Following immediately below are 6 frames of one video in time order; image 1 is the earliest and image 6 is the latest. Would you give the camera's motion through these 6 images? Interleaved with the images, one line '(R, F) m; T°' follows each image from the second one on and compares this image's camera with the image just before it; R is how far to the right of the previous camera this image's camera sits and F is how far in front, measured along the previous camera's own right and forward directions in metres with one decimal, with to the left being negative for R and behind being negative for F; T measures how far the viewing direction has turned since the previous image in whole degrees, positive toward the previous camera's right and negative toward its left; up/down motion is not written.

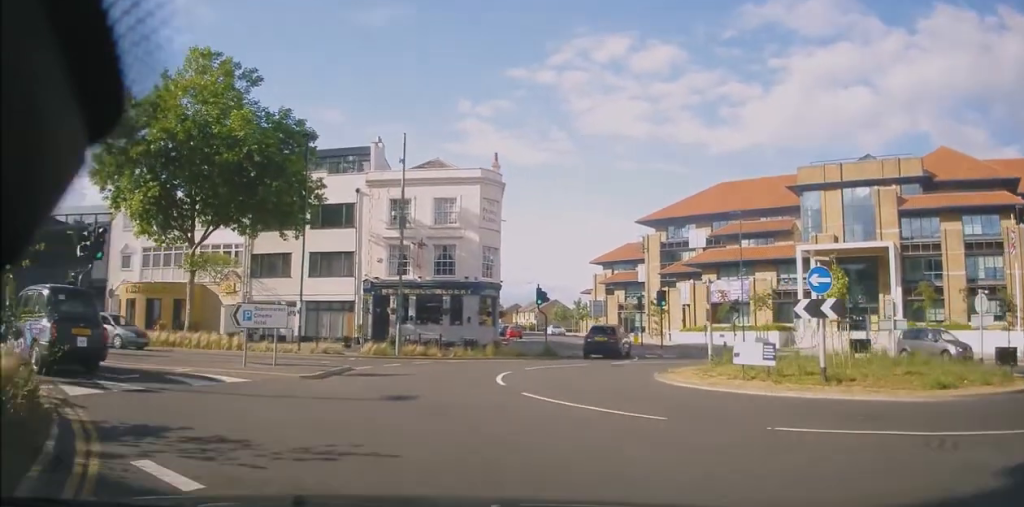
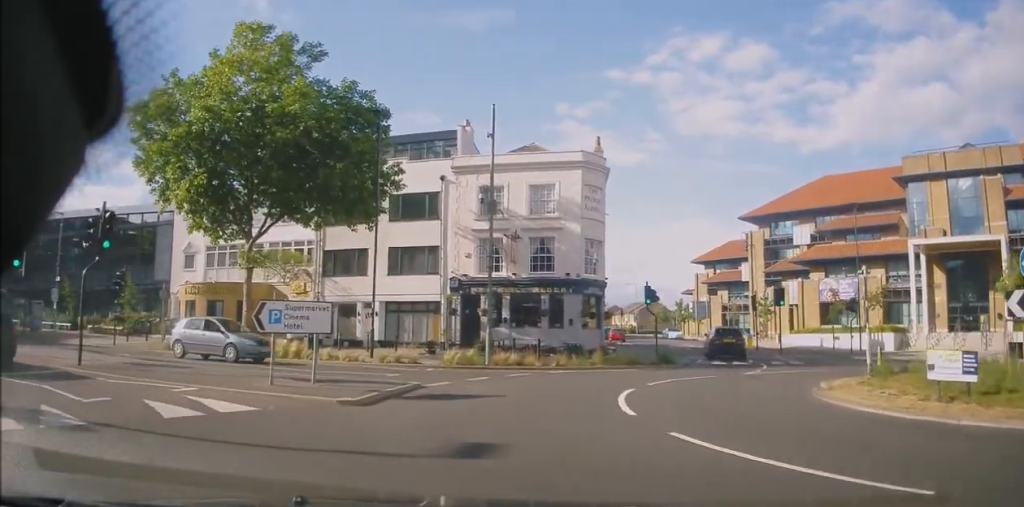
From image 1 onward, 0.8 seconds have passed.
(-0.3, +3.8) m; -5°
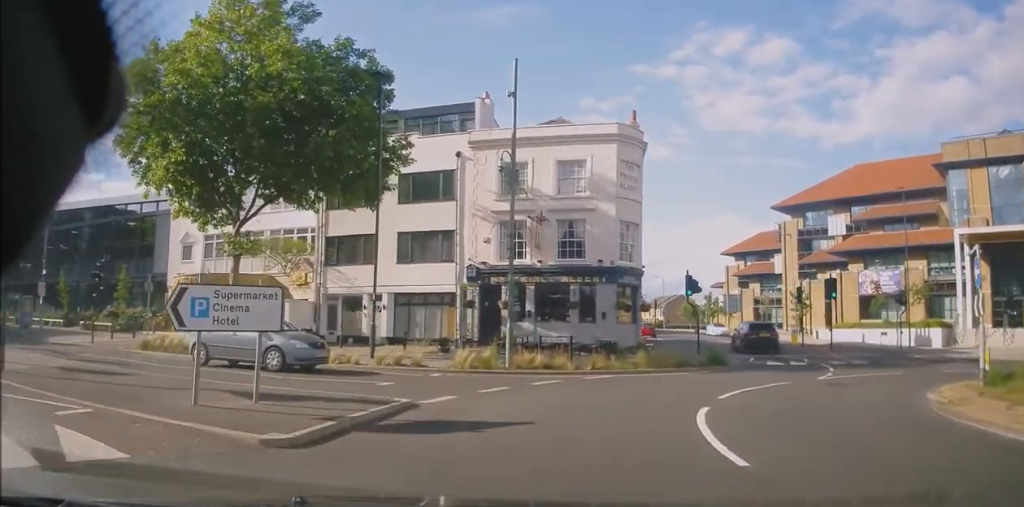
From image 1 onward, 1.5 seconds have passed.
(-0.2, +3.4) m; +1°
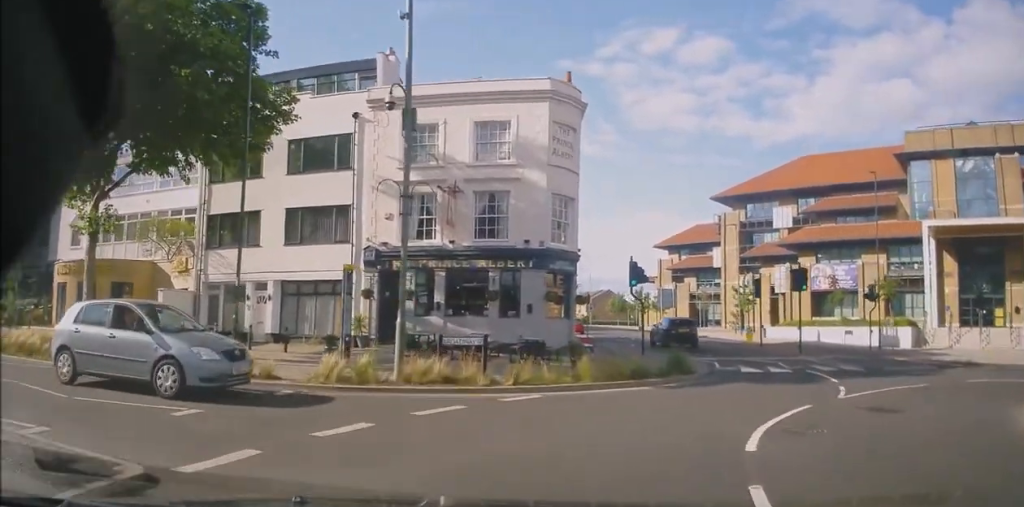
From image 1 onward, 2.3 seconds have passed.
(+0.2, +4.8) m; +8°
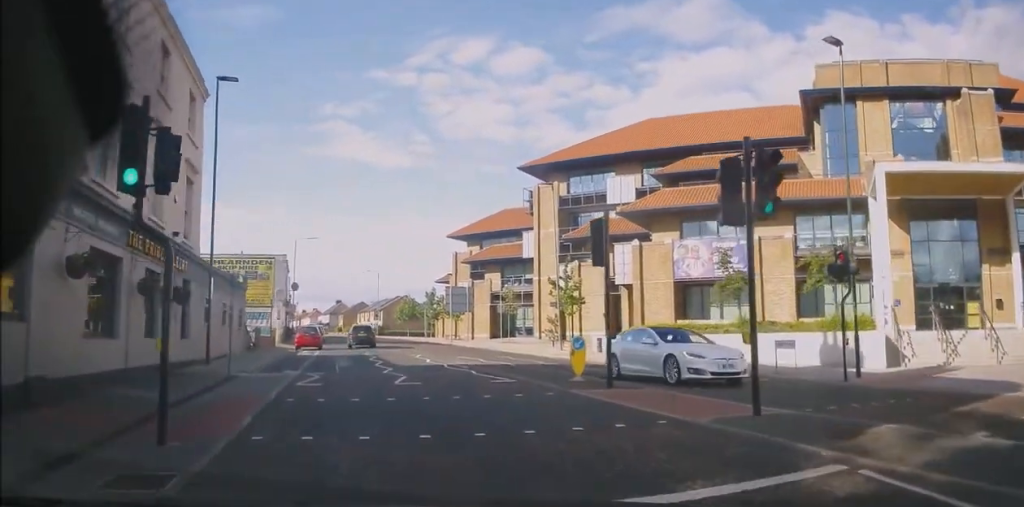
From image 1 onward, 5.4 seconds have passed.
(+4.0, +18.4) m; +11°
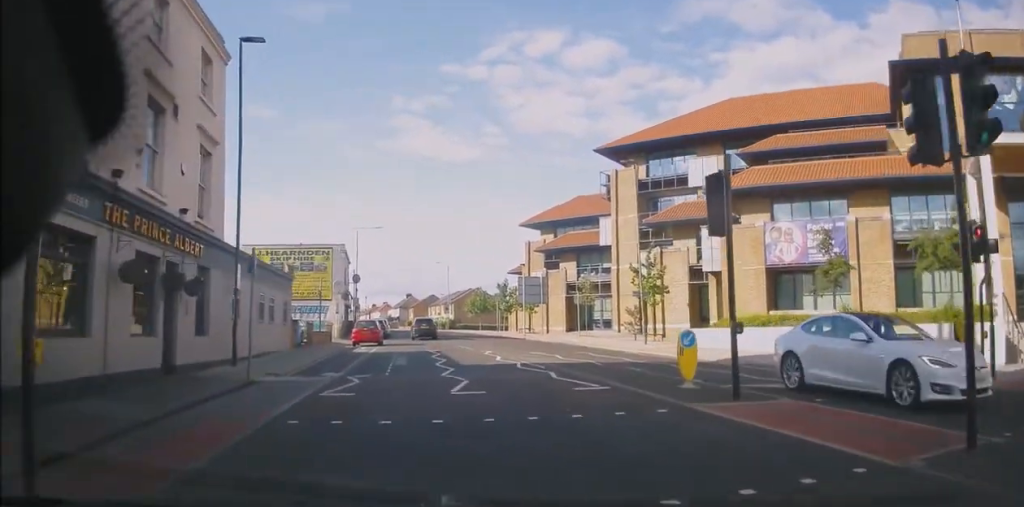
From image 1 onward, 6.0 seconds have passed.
(-0.1, +3.1) m; -5°
